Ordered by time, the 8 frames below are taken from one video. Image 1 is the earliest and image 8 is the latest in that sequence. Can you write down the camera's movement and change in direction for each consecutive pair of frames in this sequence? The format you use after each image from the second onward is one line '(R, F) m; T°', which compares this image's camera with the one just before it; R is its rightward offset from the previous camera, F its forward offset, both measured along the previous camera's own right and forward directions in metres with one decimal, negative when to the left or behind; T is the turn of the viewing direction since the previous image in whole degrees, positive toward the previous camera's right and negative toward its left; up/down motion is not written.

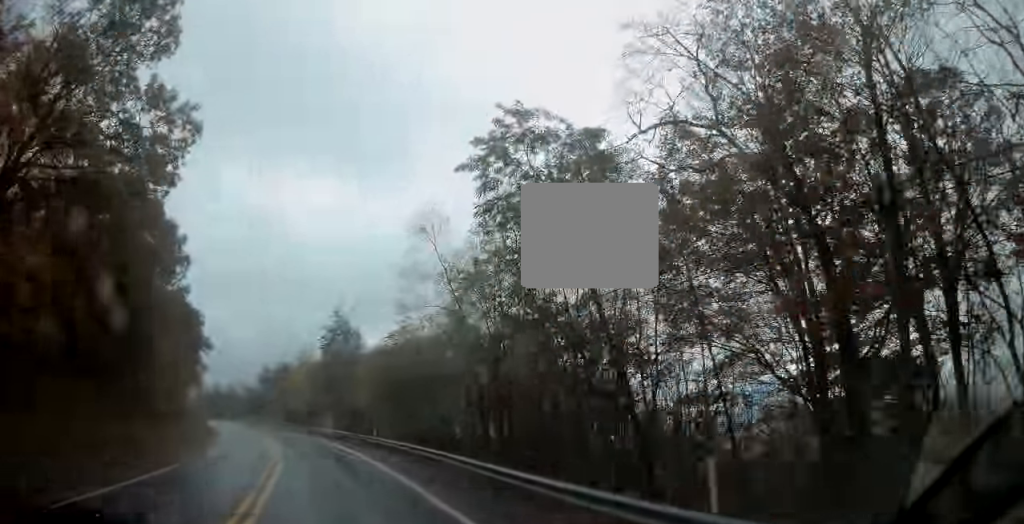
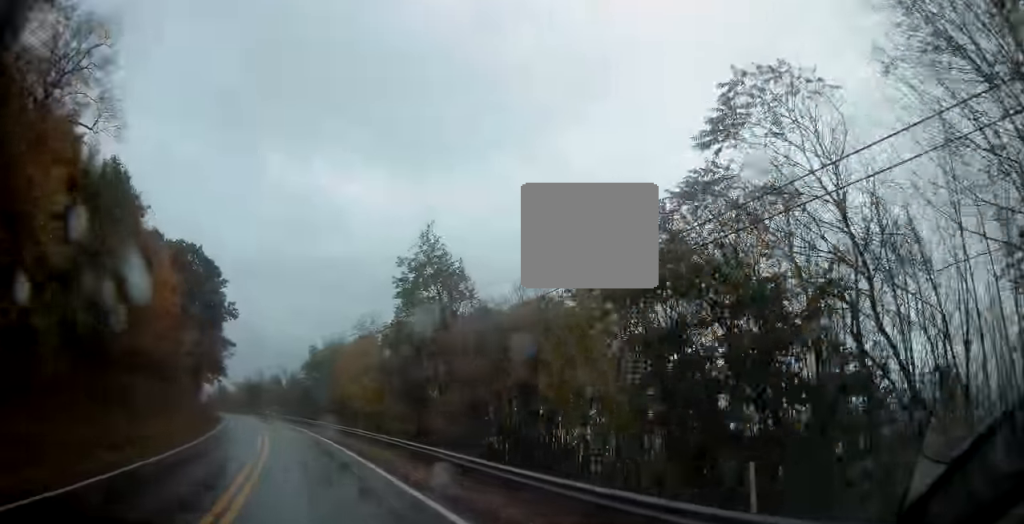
(-1.6, +29.7) m; -6°
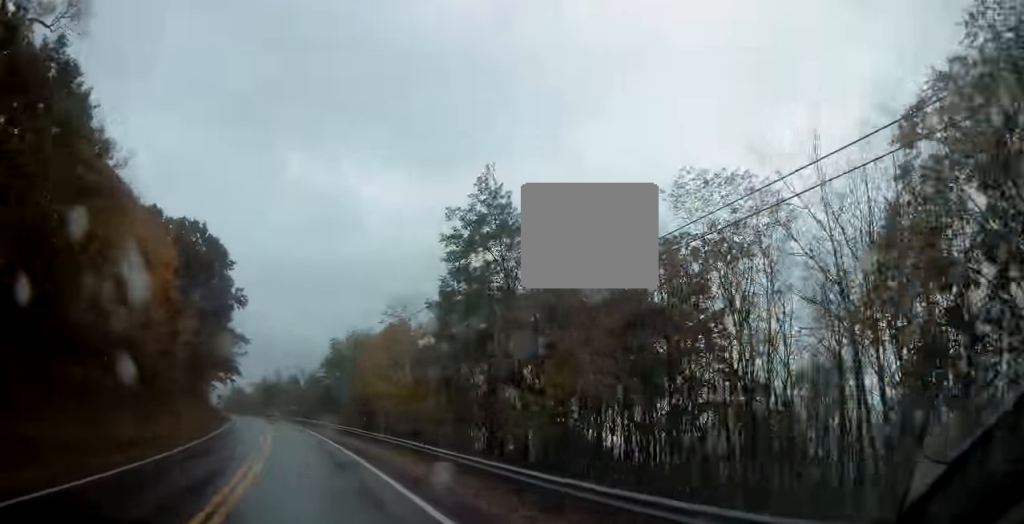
(-0.2, +10.6) m; -2°
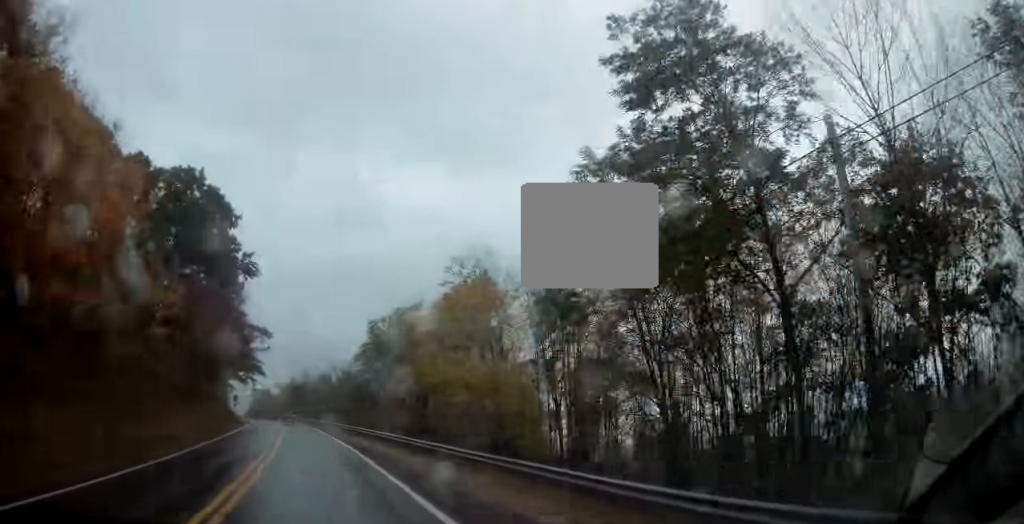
(-0.6, +17.0) m; -3°
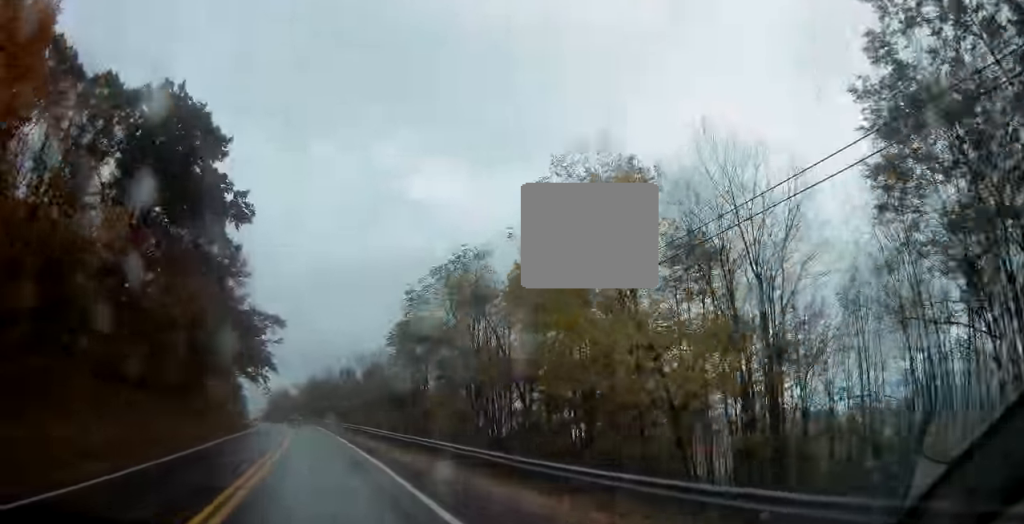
(0.0, +15.2) m; -2°
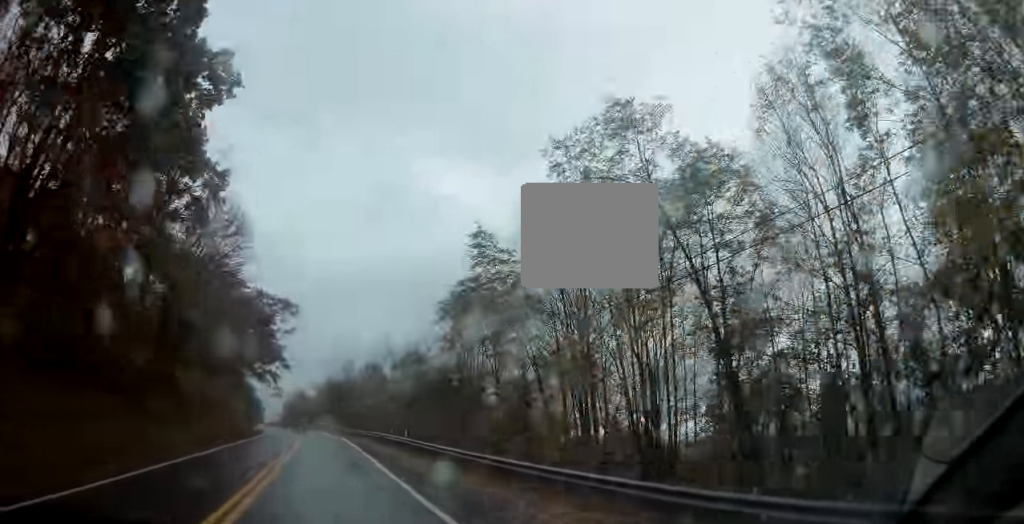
(-0.5, +16.1) m; -3°
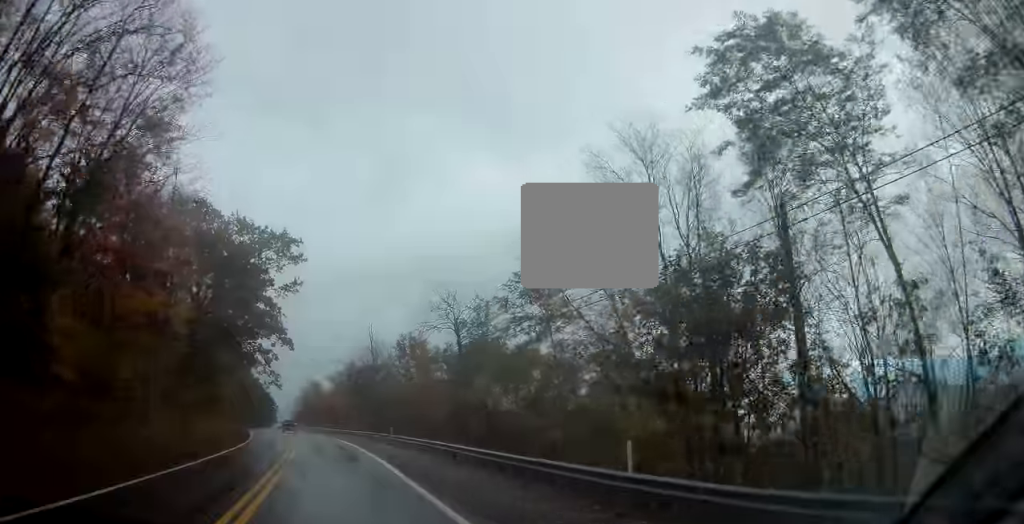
(-0.8, +27.1) m; -2°
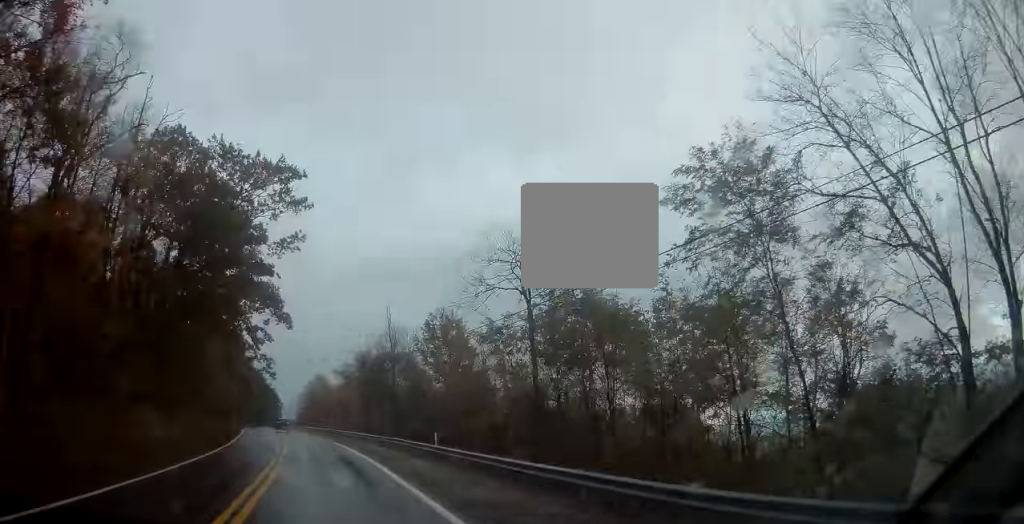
(+0.3, +13.6) m; -1°
